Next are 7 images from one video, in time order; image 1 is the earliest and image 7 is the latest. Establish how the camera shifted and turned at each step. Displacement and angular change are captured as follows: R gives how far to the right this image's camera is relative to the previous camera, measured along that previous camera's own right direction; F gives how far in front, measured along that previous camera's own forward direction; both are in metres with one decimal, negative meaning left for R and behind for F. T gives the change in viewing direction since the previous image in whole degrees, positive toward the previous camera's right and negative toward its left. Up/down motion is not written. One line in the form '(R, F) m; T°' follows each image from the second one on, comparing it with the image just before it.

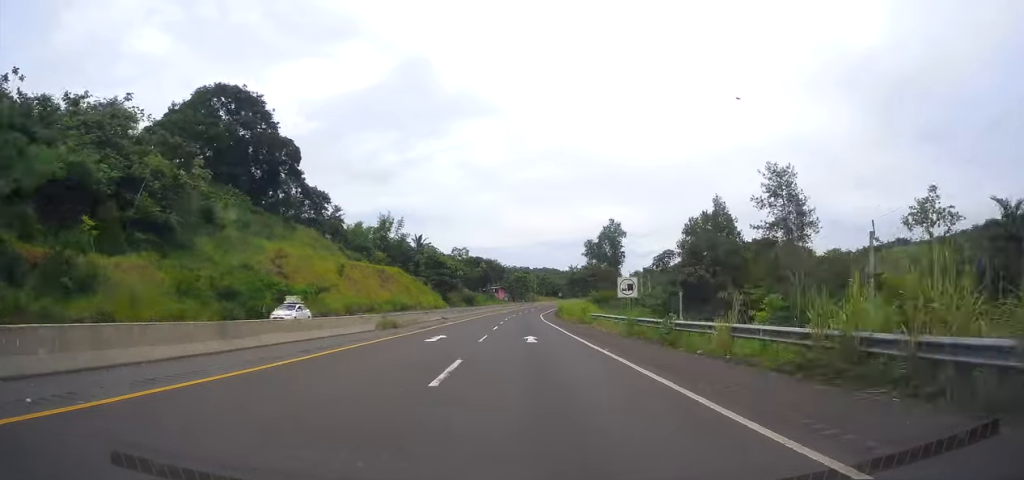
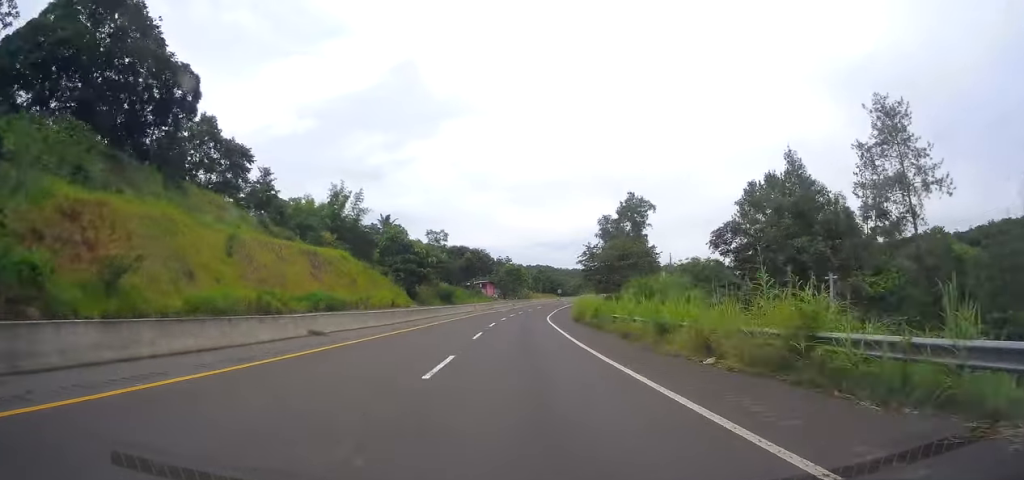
(0.0, +34.9) m; +1°
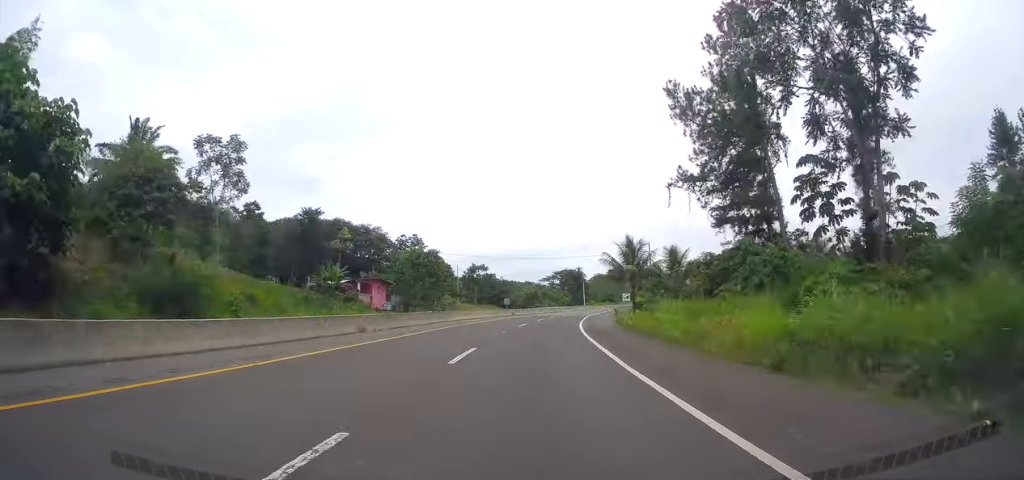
(+2.7, +80.3) m; +5°
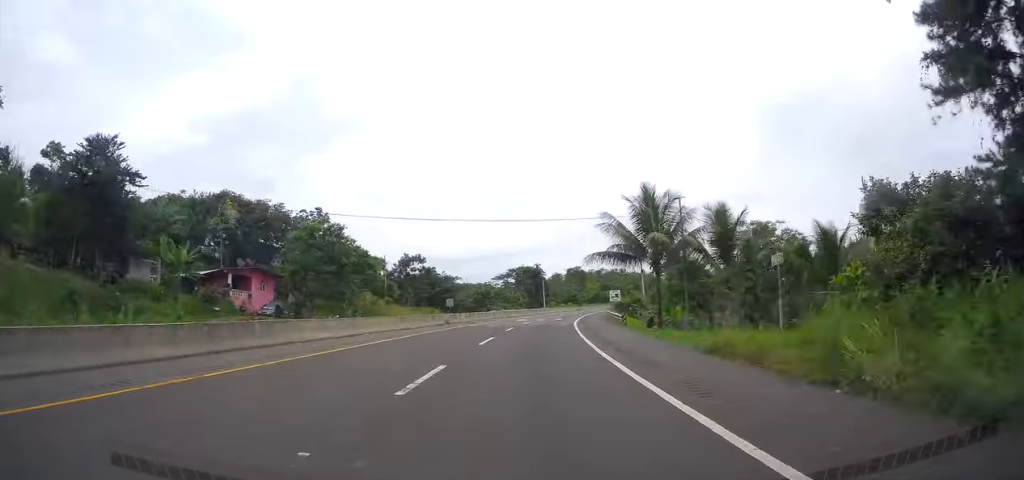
(+0.6, +27.9) m; +3°
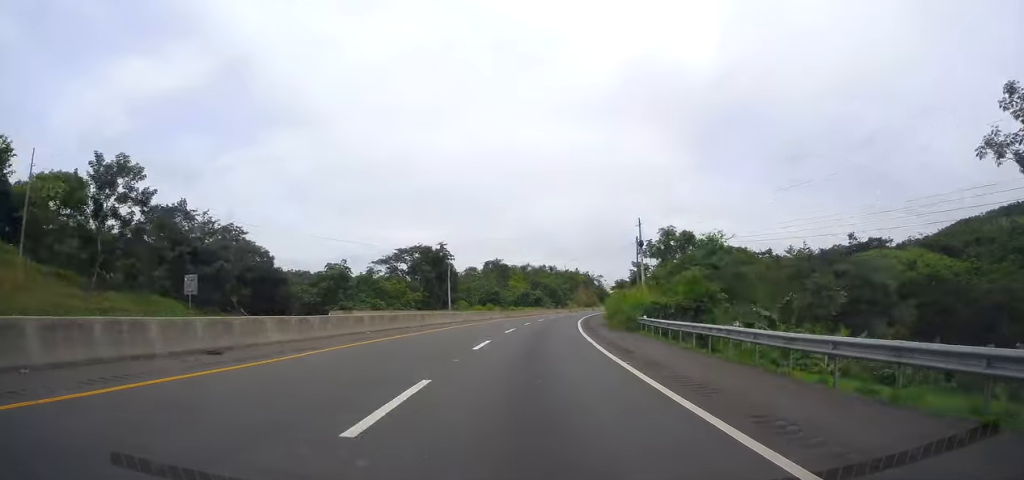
(+4.9, +61.9) m; +10°
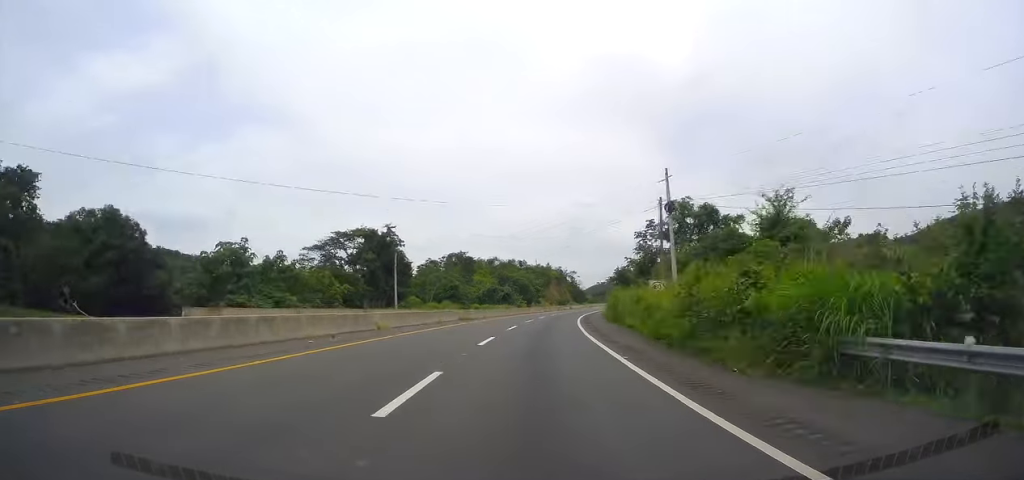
(+0.9, +22.2) m; +3°
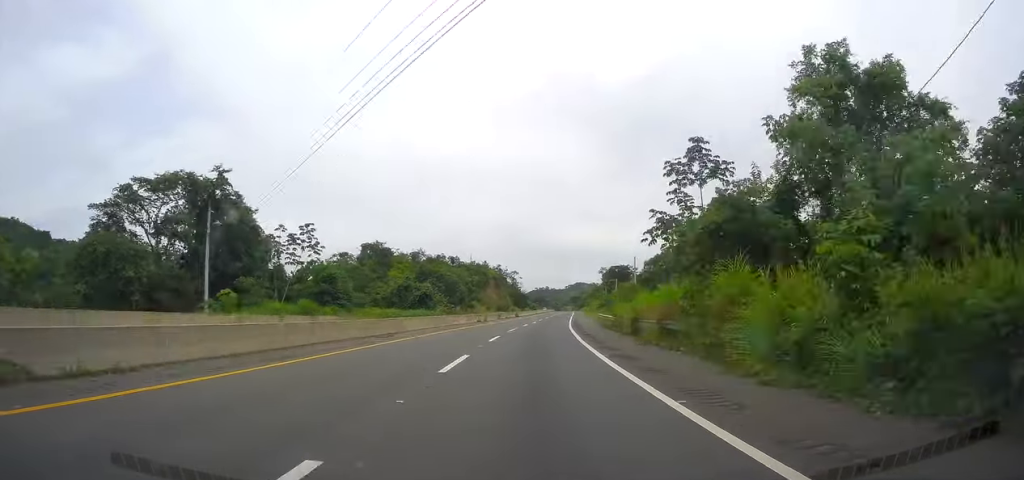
(+2.3, +42.2) m; +6°
